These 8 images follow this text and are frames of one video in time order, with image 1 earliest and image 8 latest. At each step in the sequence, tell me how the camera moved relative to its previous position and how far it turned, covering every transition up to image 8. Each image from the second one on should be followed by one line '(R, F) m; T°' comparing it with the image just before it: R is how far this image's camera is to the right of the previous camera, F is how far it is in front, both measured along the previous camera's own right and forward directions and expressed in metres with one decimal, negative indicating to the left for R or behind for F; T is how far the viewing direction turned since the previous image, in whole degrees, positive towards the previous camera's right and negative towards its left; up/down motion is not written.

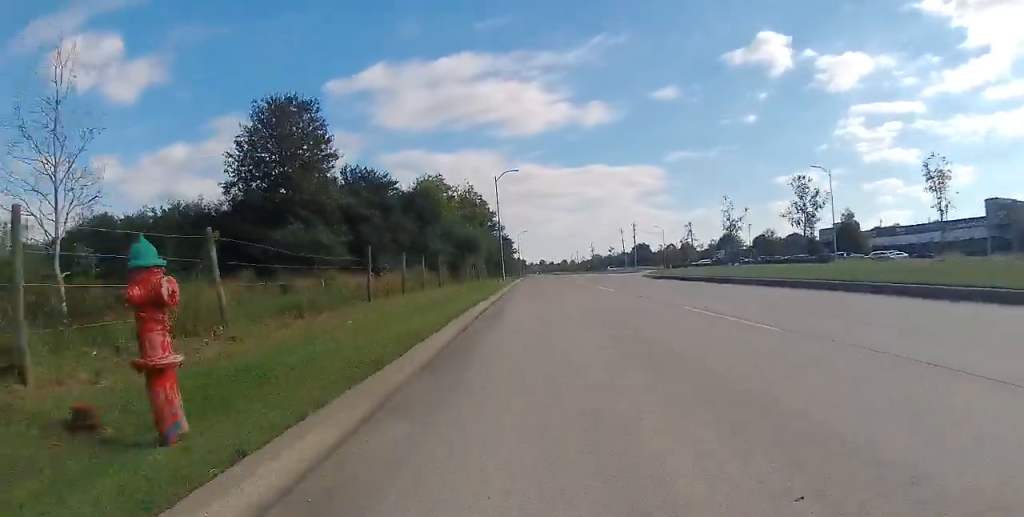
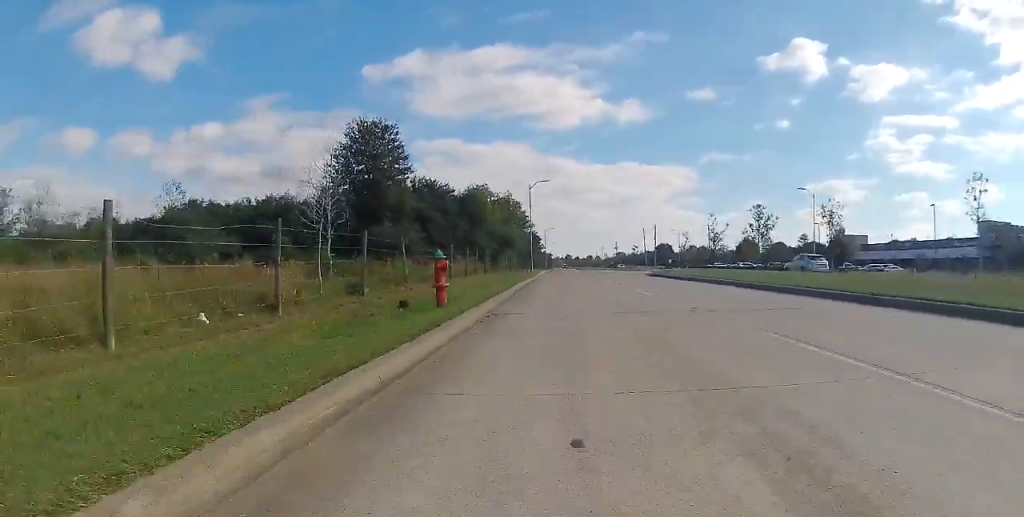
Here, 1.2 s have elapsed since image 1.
(-0.6, +8.6) m; -2°
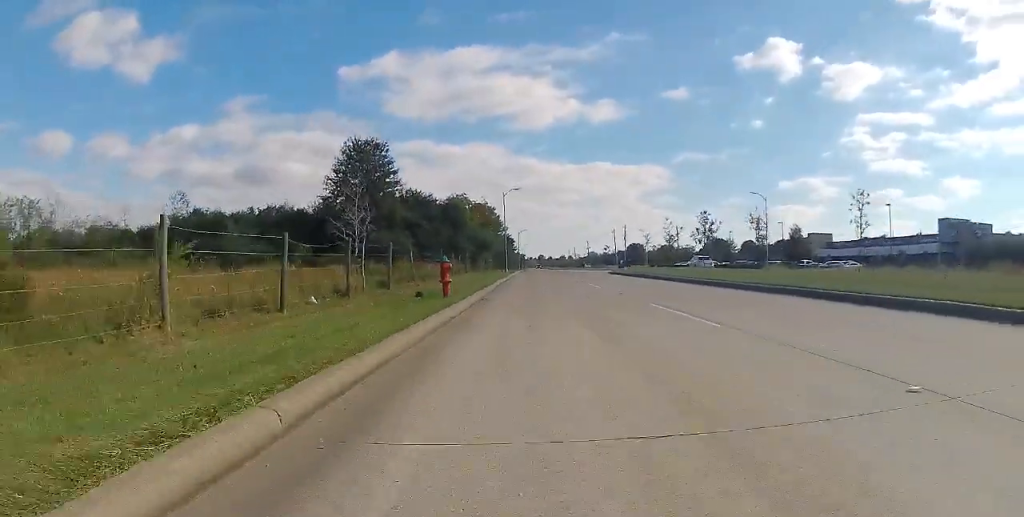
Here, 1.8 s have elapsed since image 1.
(-0.1, +4.9) m; +3°
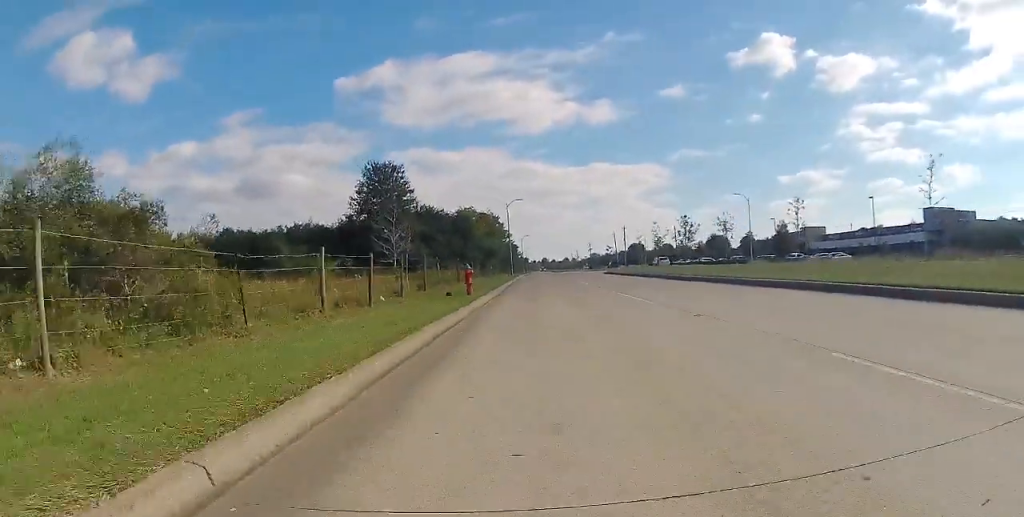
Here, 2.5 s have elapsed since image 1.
(+0.5, +5.1) m; 0°
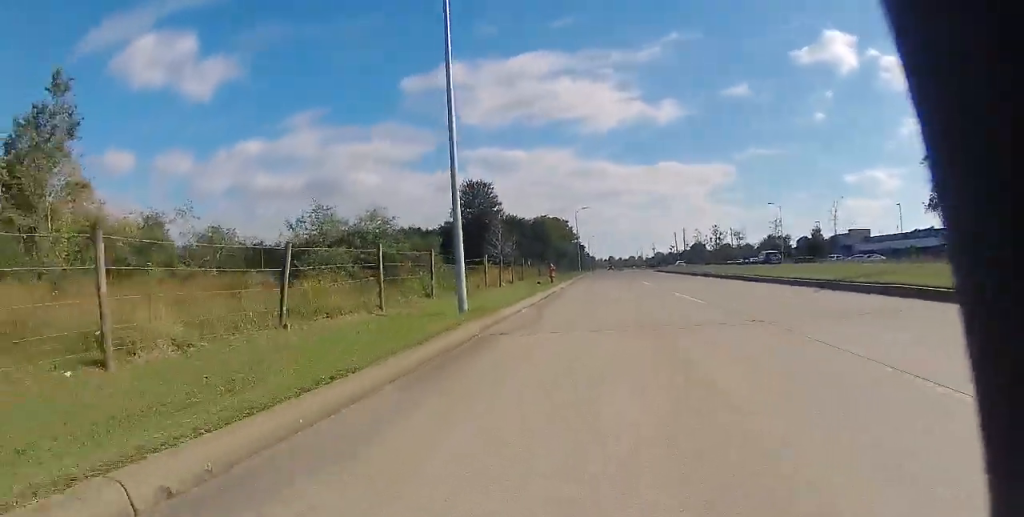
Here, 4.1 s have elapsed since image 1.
(-0.5, +11.0) m; -2°
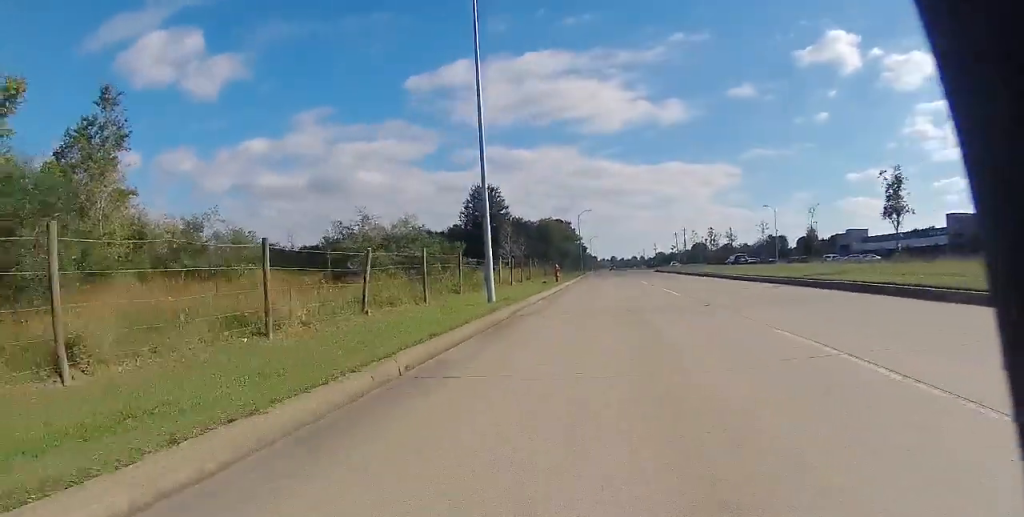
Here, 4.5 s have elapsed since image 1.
(+0.1, +3.1) m; +1°
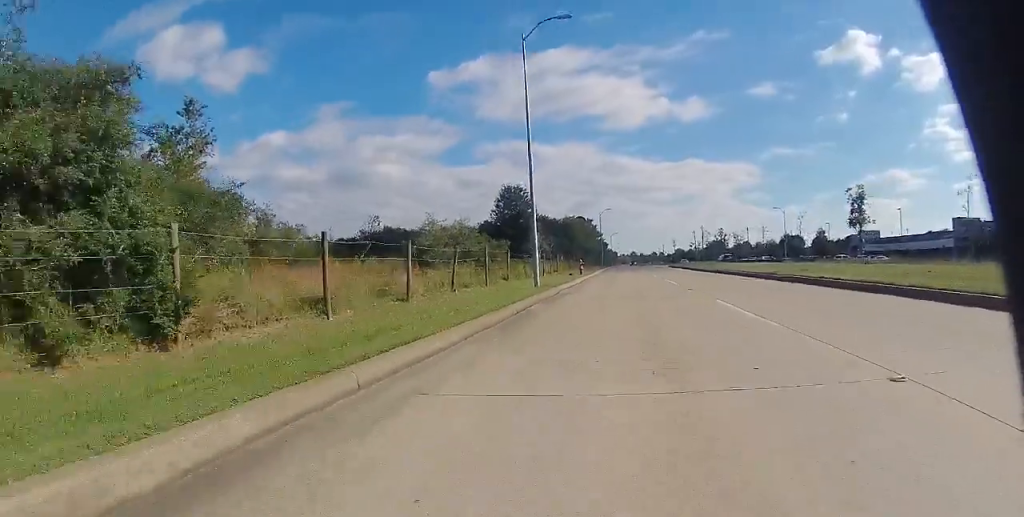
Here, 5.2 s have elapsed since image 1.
(+0.1, +4.7) m; +1°
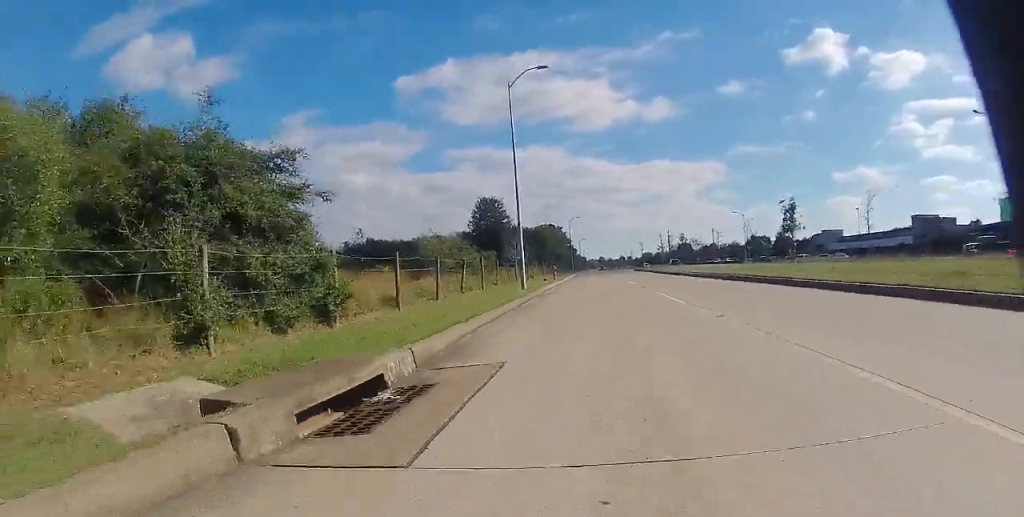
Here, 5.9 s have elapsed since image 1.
(0.0, +4.5) m; 0°
